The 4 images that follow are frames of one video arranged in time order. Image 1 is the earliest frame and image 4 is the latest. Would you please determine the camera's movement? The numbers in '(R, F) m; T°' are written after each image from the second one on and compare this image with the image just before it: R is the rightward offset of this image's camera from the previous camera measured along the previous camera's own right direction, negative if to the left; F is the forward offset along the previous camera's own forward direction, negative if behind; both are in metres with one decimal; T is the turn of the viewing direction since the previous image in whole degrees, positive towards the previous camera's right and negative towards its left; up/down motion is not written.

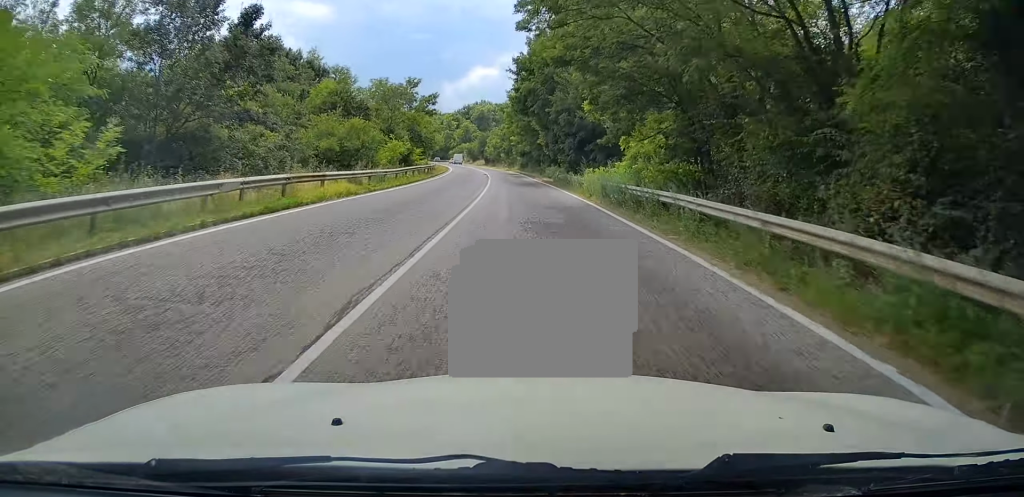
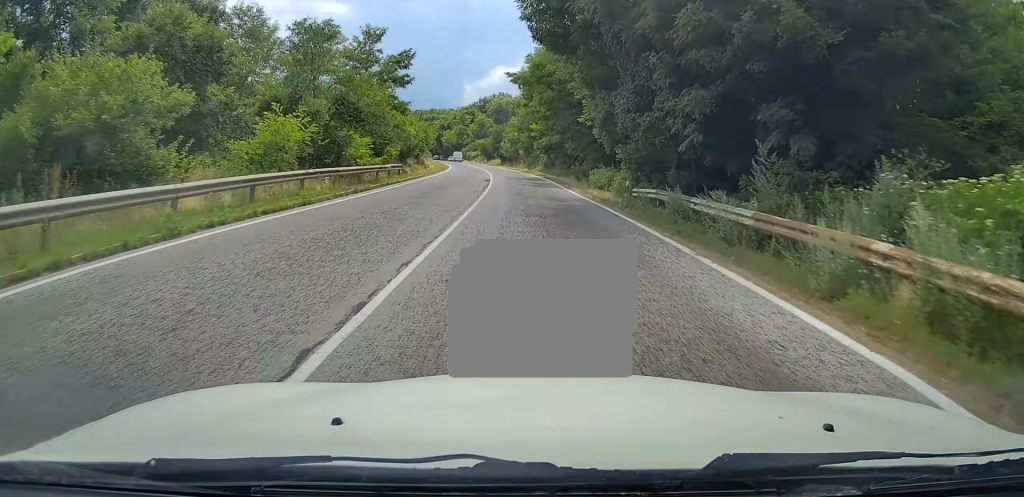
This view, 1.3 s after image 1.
(-0.6, +25.5) m; -2°
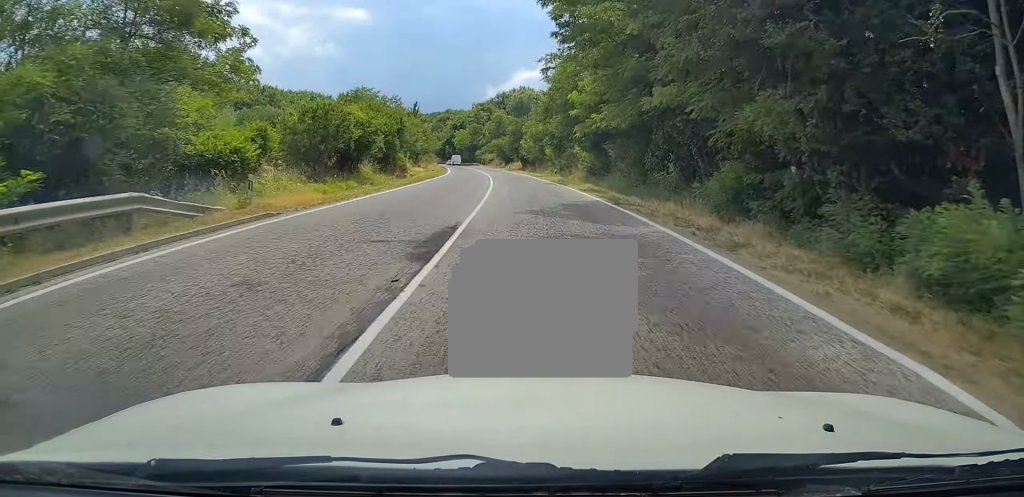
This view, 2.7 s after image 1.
(-0.4, +28.2) m; -2°
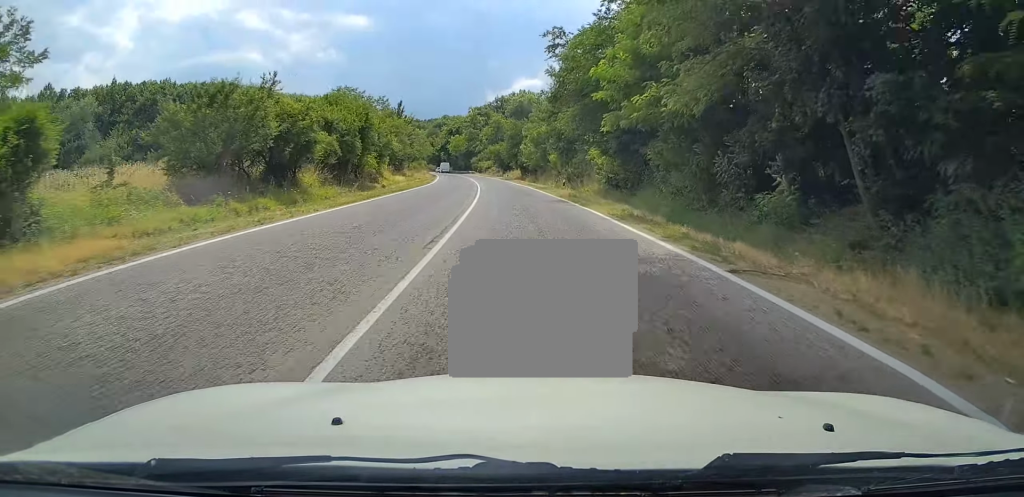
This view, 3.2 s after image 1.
(-0.1, +11.4) m; -1°
